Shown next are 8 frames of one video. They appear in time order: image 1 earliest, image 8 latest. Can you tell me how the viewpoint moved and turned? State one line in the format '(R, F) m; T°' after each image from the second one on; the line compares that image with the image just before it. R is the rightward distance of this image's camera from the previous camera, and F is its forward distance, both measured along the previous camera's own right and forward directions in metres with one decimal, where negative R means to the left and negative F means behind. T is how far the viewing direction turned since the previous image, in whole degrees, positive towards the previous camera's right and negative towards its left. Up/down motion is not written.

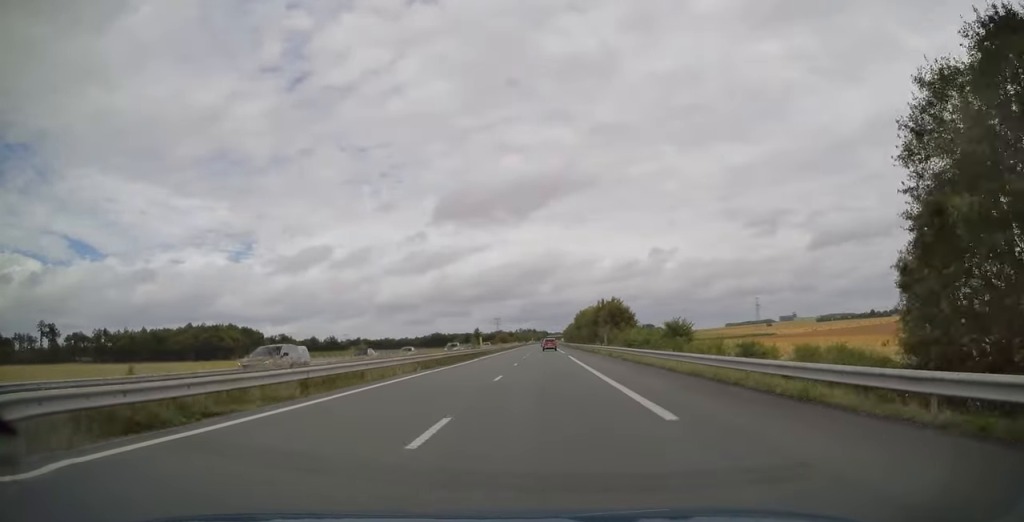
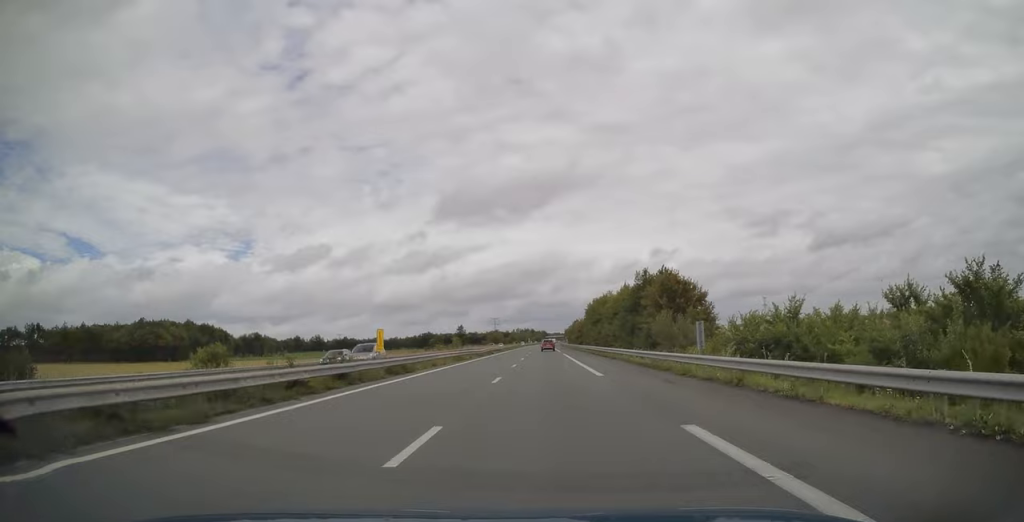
(+0.1, +40.3) m; 0°
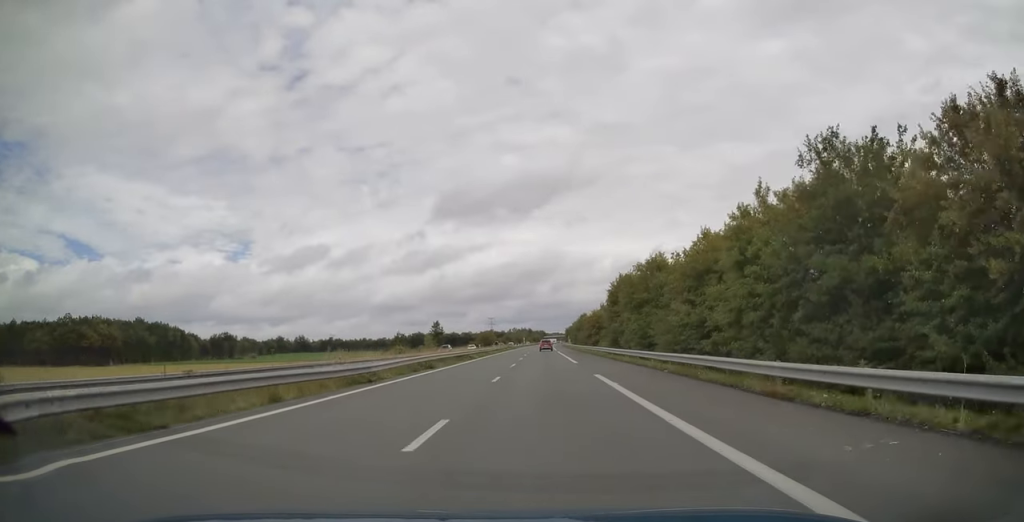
(0.0, +38.2) m; 0°
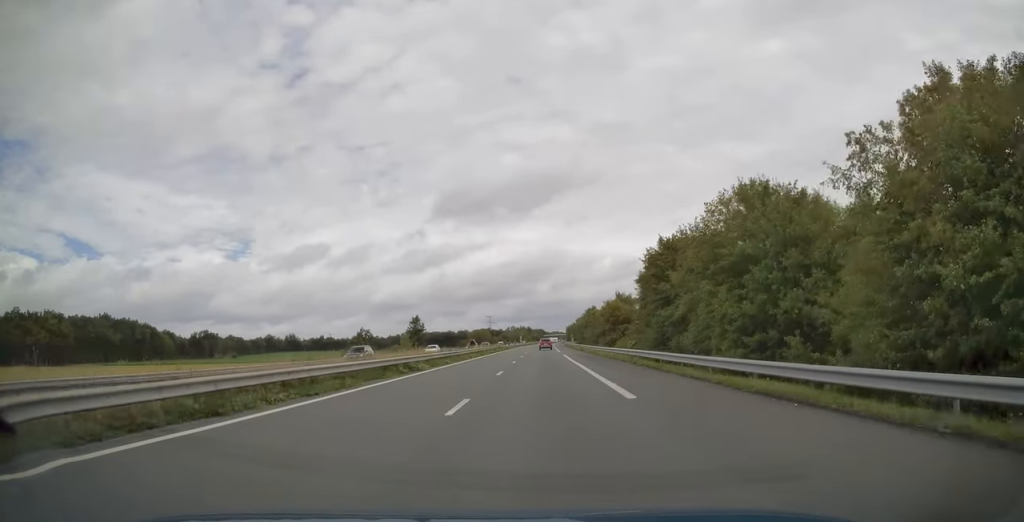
(+0.1, +22.6) m; 0°
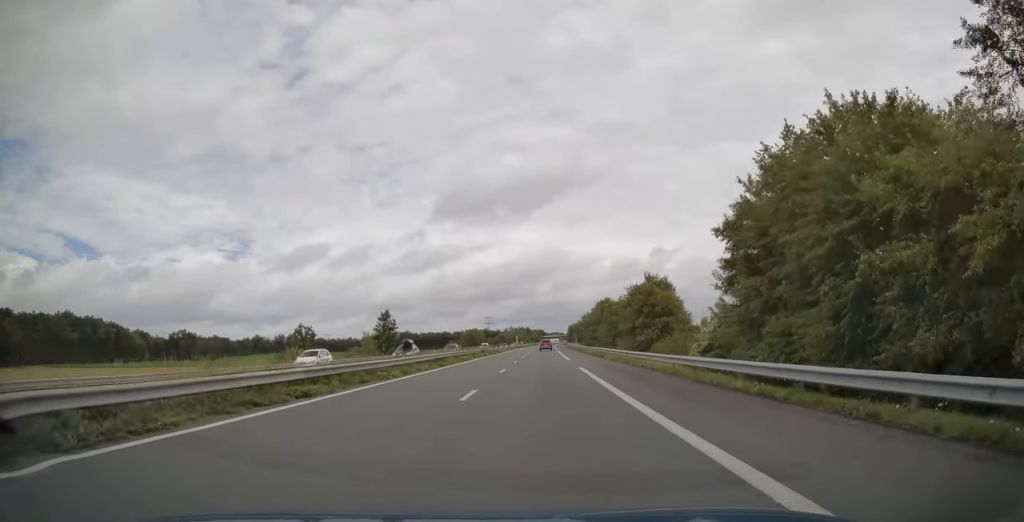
(0.0, +23.1) m; 0°
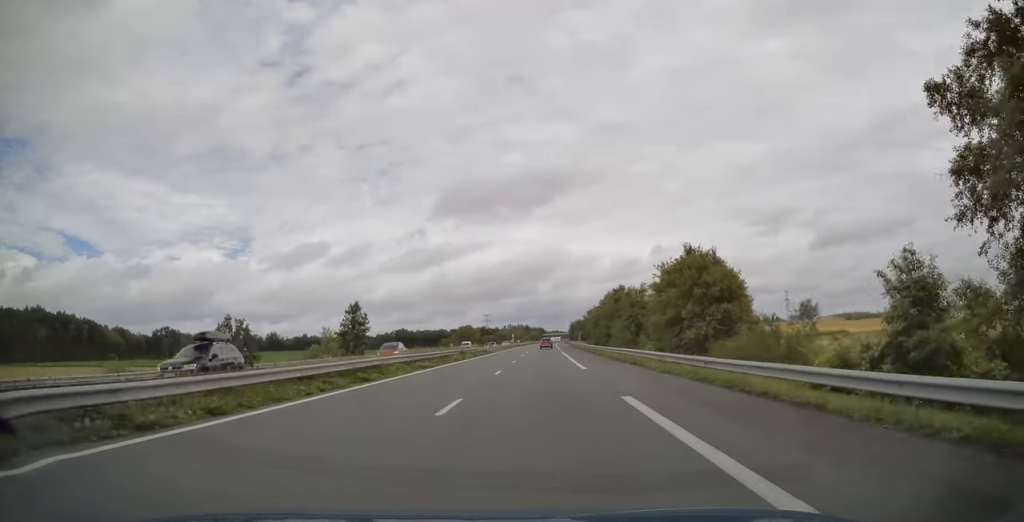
(0.0, +16.1) m; 0°
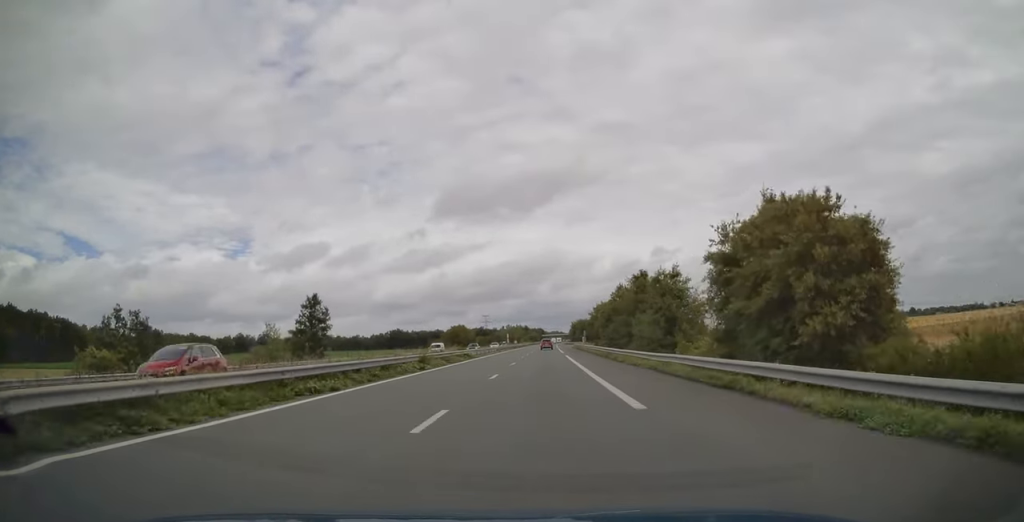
(0.0, +15.0) m; 0°
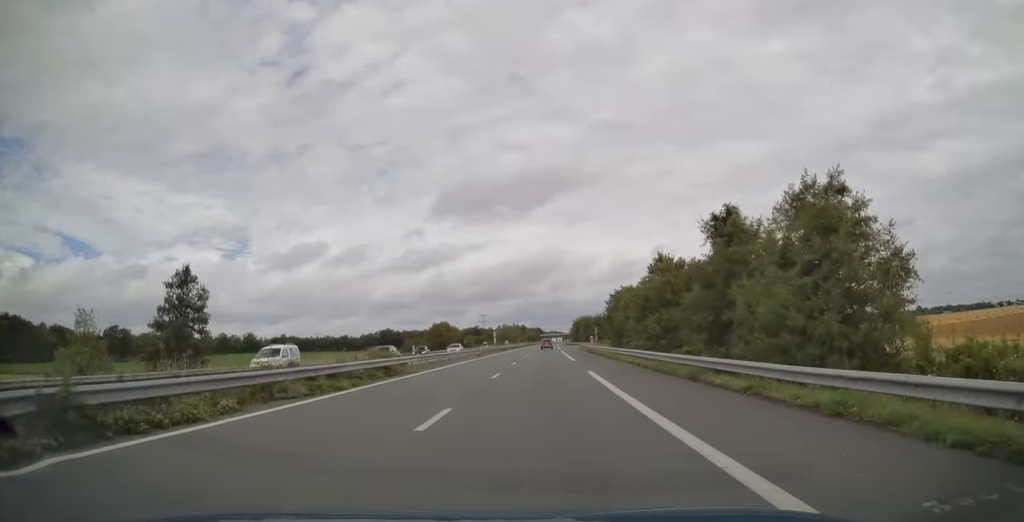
(0.0, +25.7) m; 0°
